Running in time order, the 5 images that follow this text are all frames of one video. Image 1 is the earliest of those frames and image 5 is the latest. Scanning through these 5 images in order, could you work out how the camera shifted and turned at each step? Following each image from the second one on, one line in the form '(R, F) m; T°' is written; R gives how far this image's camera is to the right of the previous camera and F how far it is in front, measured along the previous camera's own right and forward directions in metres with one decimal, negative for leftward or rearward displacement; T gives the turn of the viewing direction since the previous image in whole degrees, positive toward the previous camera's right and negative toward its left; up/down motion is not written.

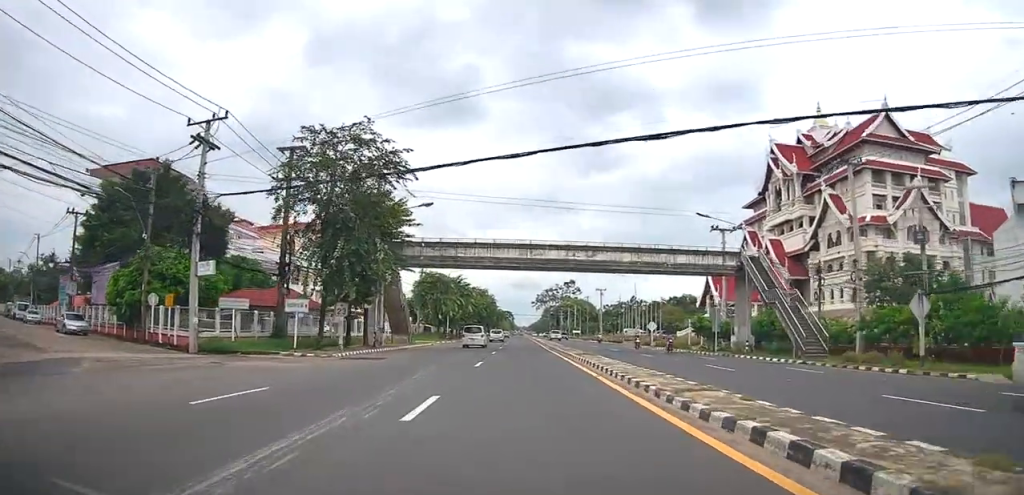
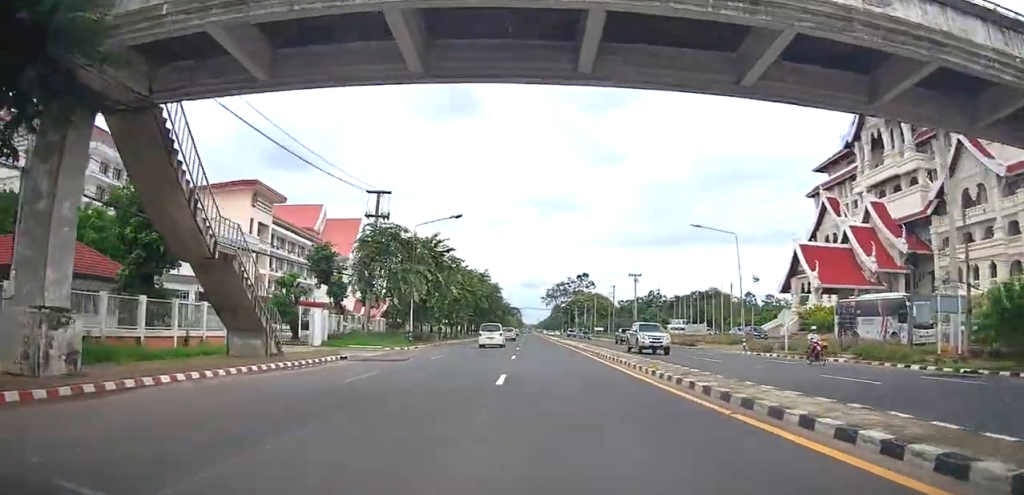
(-0.7, +31.9) m; -3°
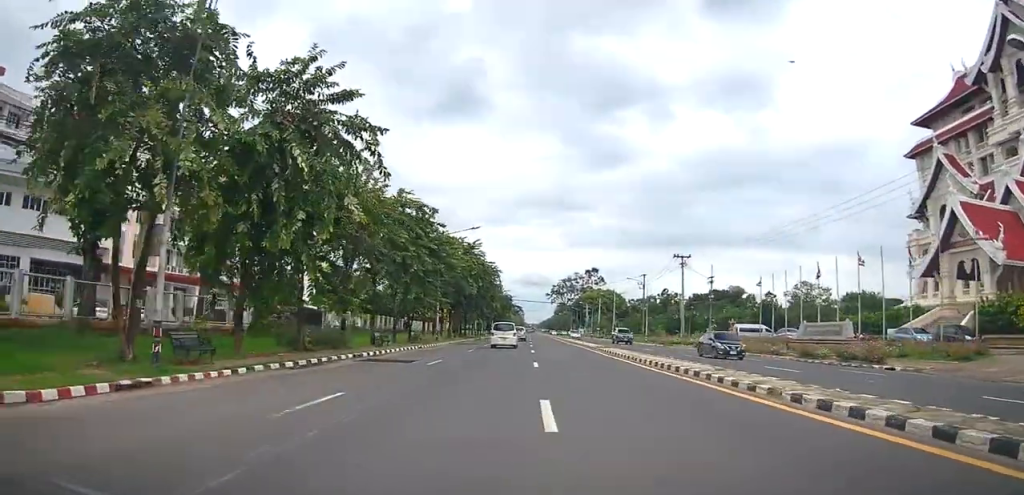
(+0.1, +30.3) m; +1°
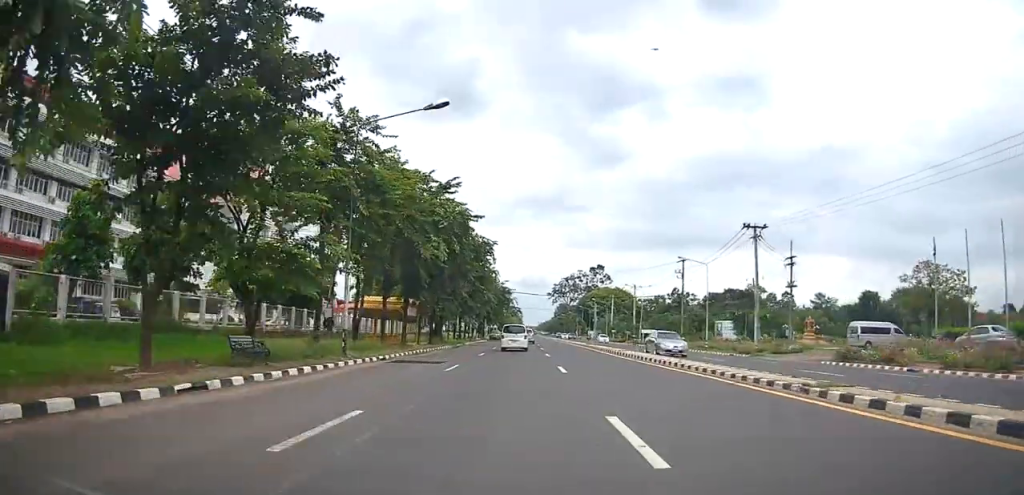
(+0.1, +26.4) m; -1°
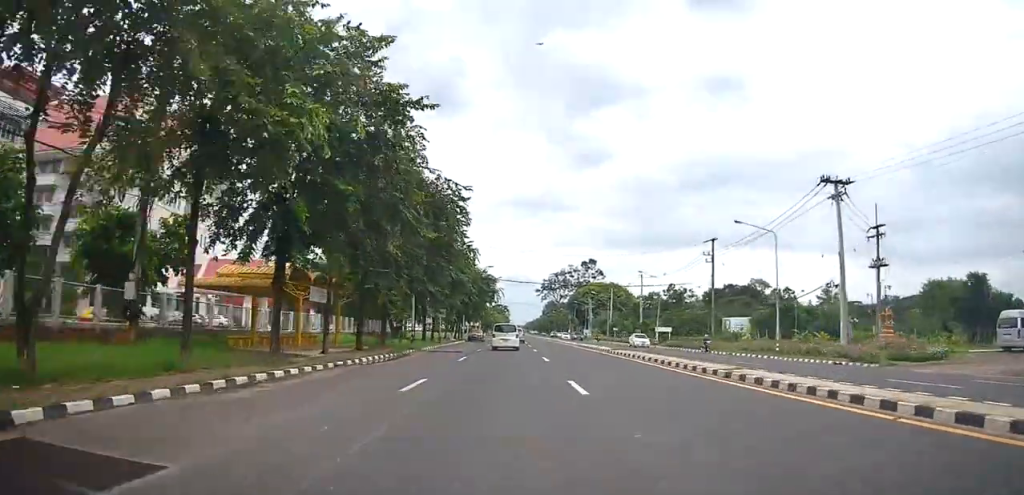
(0.0, +18.5) m; +3°
